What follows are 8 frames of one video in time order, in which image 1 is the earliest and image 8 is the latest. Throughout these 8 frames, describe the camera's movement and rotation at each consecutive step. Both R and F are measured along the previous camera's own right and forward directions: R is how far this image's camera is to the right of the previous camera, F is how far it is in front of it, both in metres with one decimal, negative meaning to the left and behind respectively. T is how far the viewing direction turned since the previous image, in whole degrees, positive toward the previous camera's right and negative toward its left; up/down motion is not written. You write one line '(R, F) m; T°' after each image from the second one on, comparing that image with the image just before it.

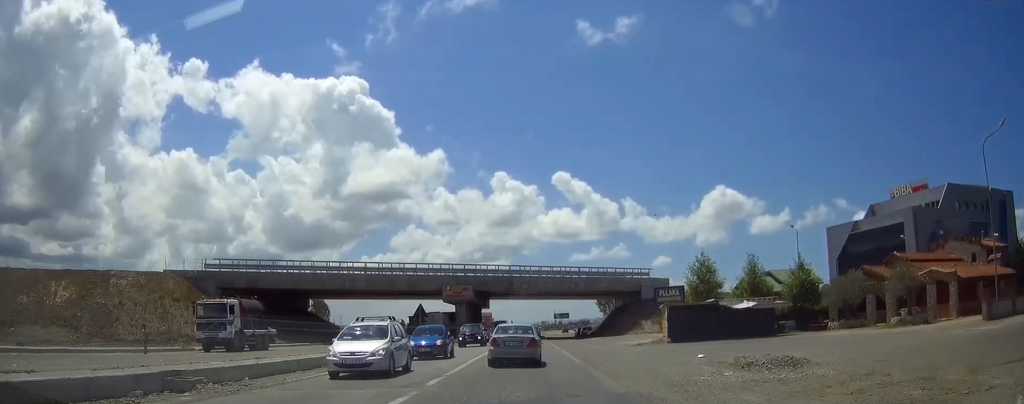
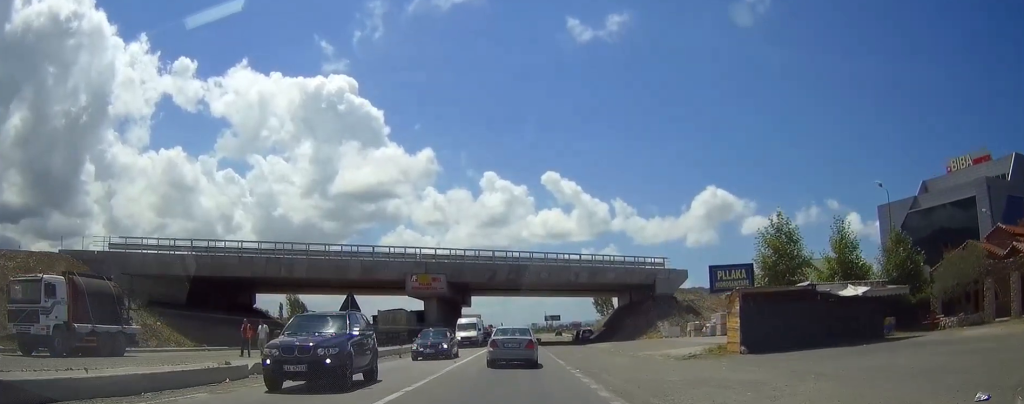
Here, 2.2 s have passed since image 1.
(+0.3, +17.7) m; +2°
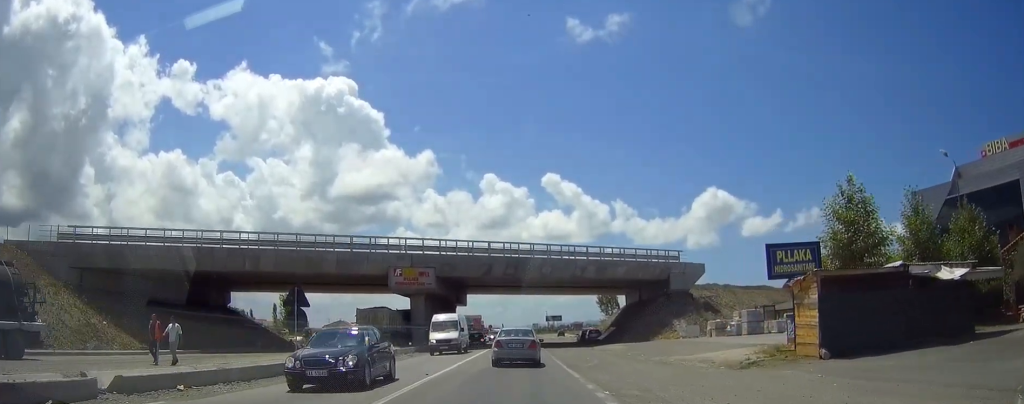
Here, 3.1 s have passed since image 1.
(+0.1, +7.6) m; 0°
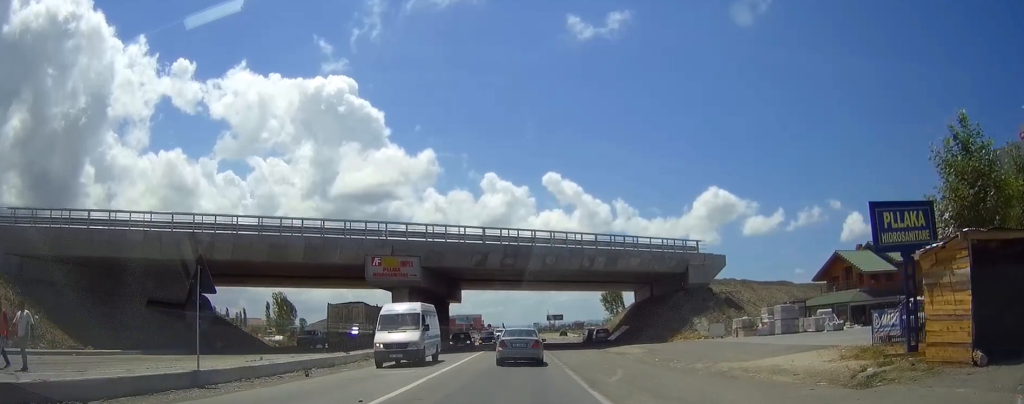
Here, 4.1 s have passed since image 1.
(-0.1, +8.2) m; 0°
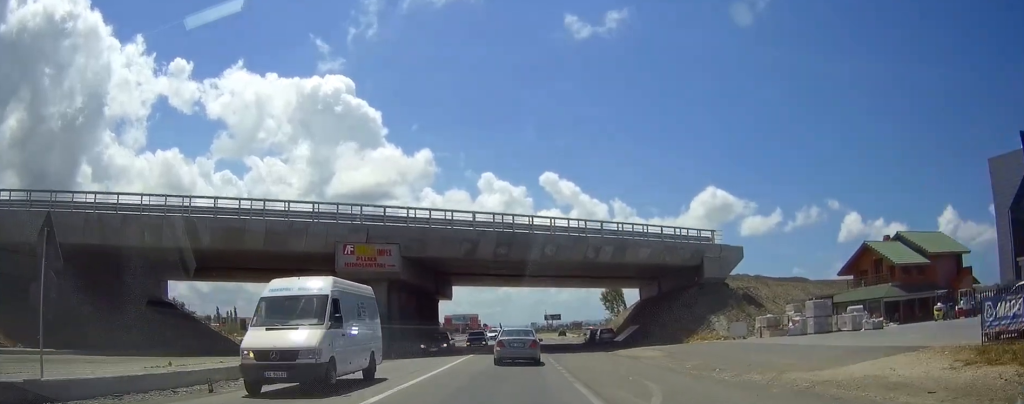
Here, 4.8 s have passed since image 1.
(+0.1, +6.5) m; 0°
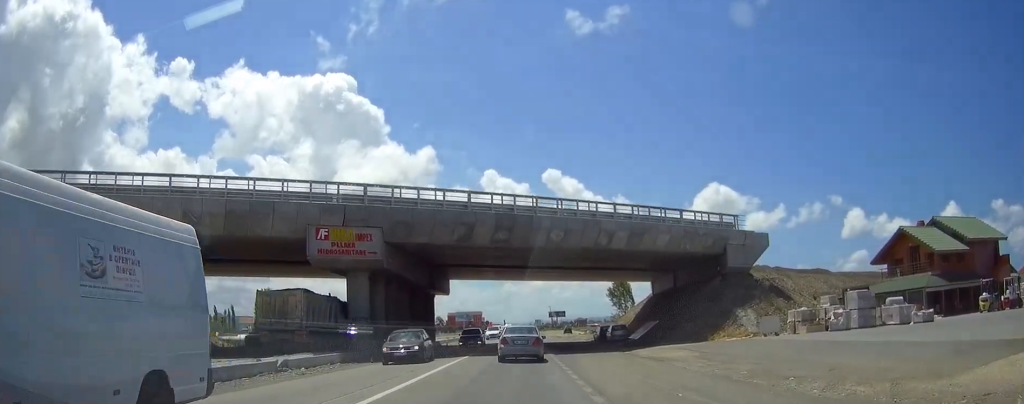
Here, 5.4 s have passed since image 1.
(0.0, +5.7) m; -1°
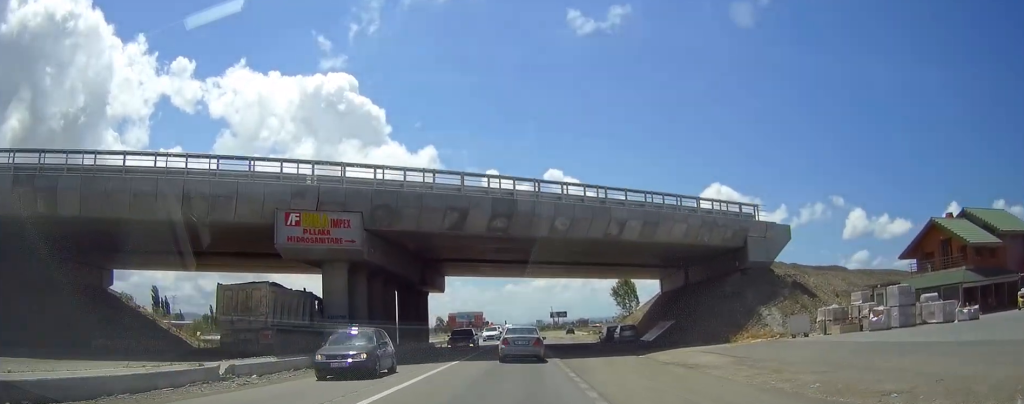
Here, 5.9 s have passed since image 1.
(0.0, +4.5) m; -1°
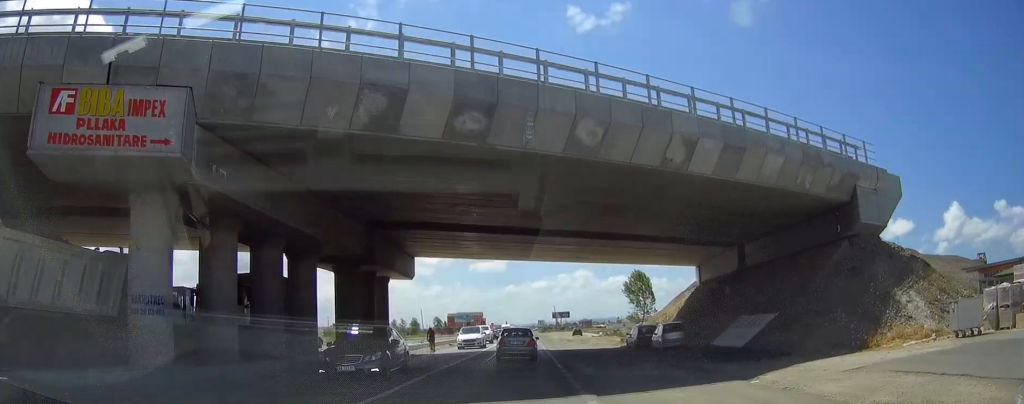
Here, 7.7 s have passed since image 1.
(-0.2, +16.3) m; -1°
